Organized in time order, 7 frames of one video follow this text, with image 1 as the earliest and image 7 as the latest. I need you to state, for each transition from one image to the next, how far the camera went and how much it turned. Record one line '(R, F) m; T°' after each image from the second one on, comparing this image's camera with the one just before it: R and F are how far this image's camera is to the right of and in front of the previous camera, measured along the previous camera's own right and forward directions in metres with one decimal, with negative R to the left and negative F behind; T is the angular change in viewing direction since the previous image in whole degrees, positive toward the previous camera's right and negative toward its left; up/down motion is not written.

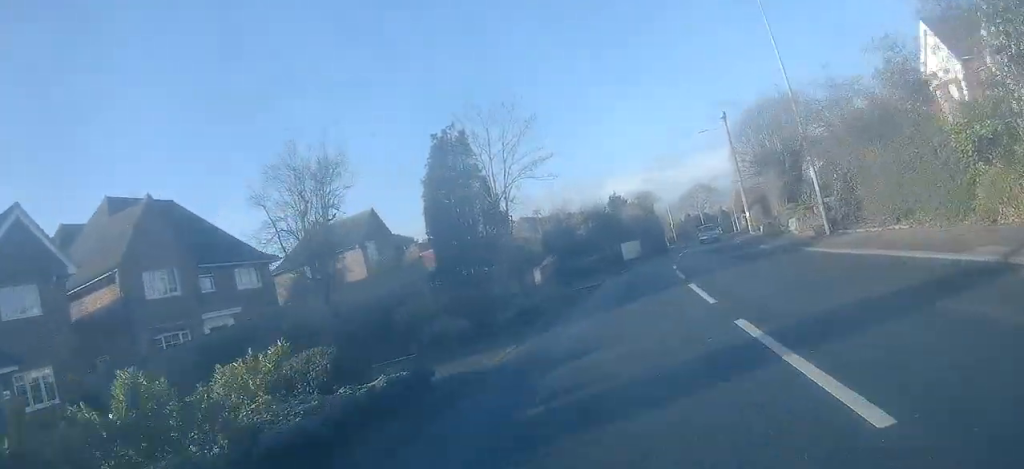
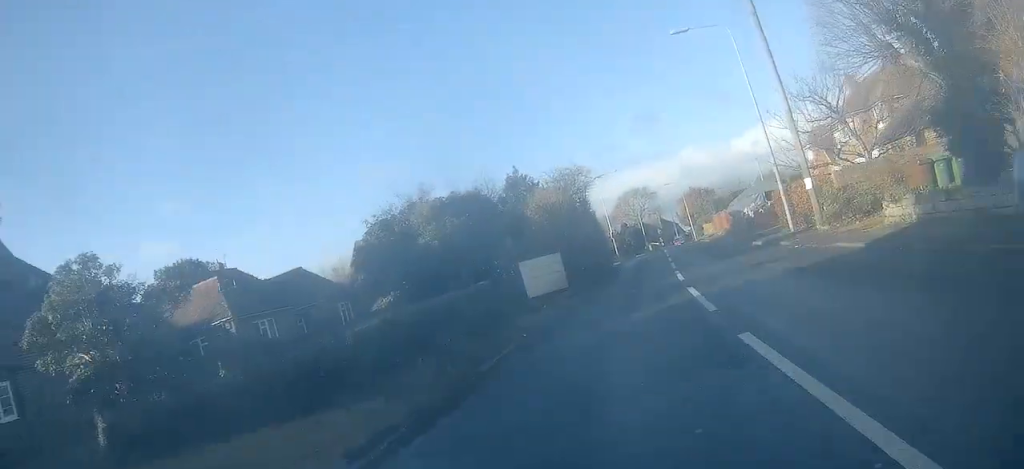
(+1.2, +24.8) m; +6°
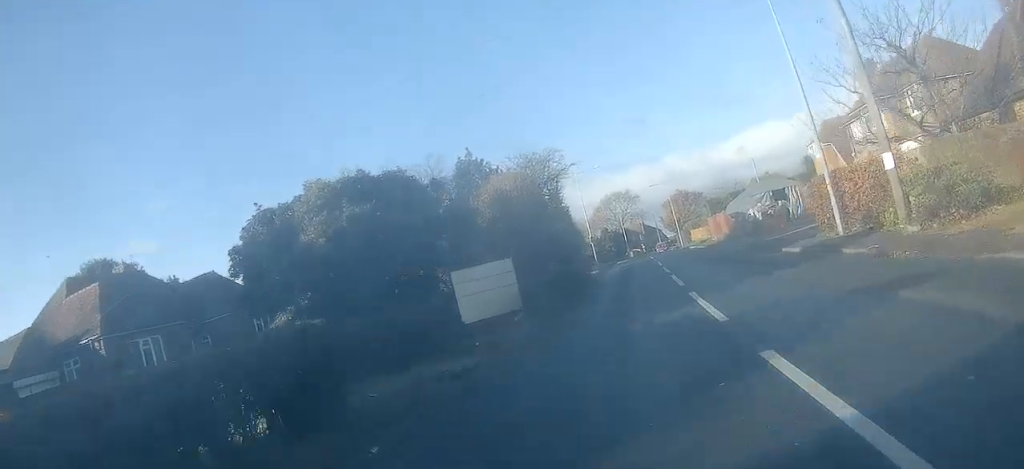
(+0.1, +6.8) m; +2°
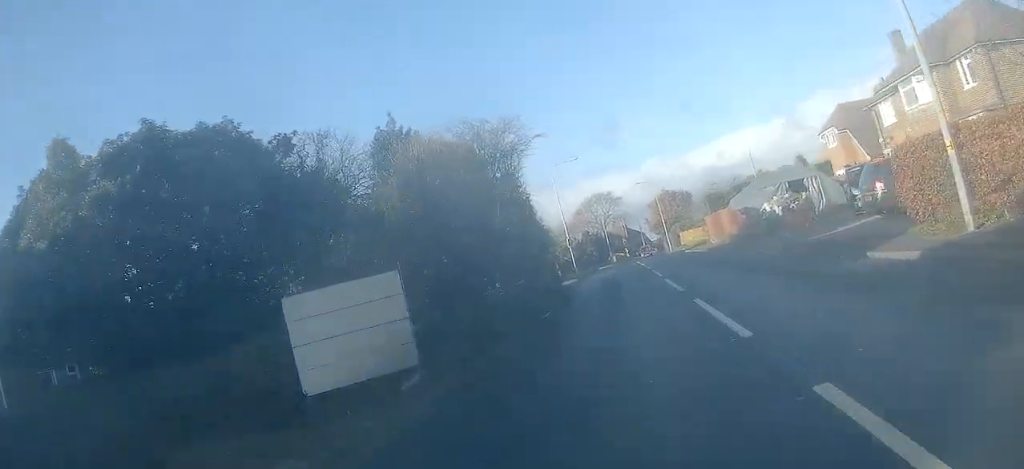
(+0.3, +7.2) m; +1°
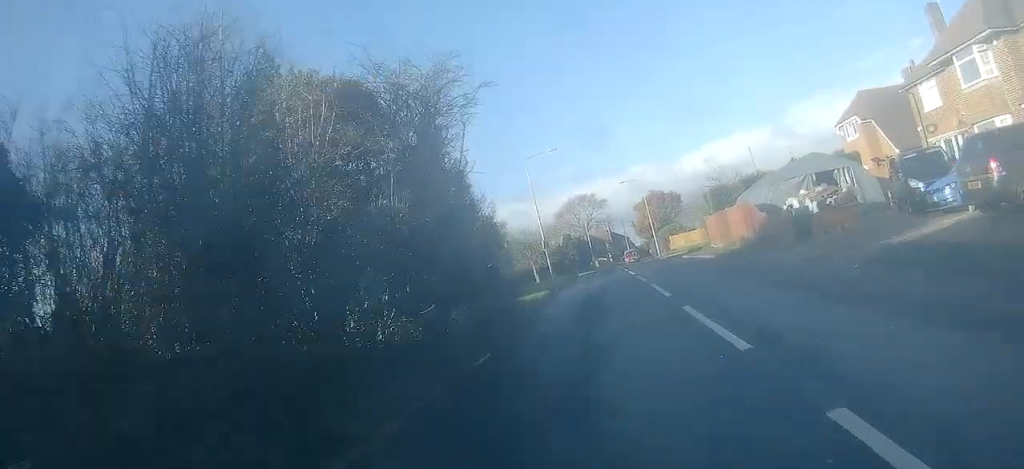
(0.0, +6.4) m; 0°
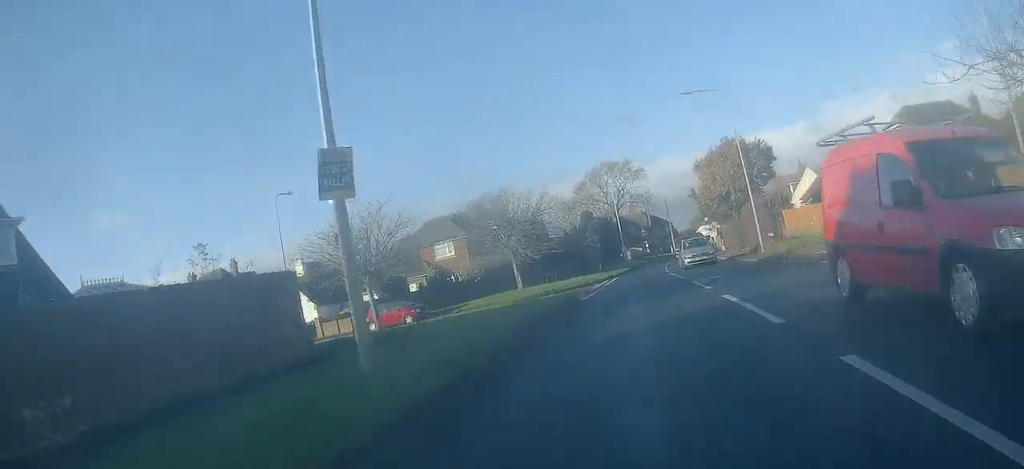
(-0.5, +34.4) m; -1°
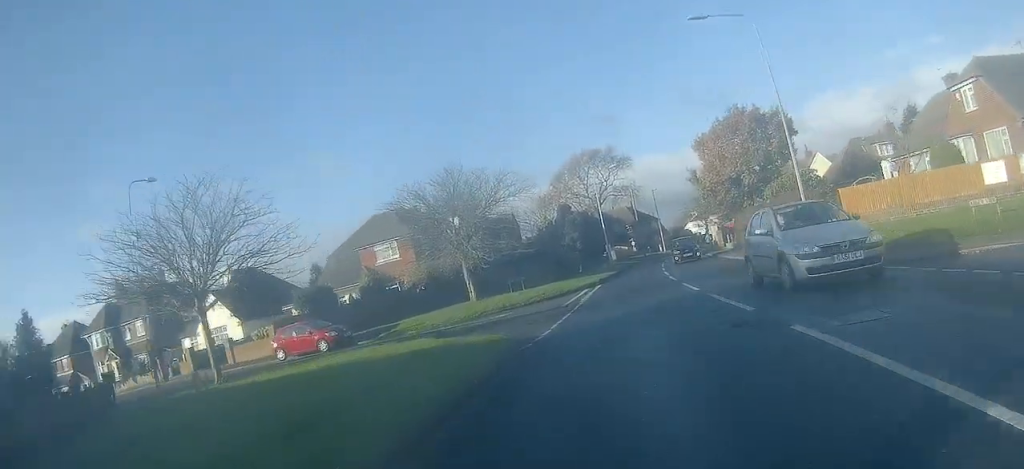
(+0.1, +10.0) m; +1°
